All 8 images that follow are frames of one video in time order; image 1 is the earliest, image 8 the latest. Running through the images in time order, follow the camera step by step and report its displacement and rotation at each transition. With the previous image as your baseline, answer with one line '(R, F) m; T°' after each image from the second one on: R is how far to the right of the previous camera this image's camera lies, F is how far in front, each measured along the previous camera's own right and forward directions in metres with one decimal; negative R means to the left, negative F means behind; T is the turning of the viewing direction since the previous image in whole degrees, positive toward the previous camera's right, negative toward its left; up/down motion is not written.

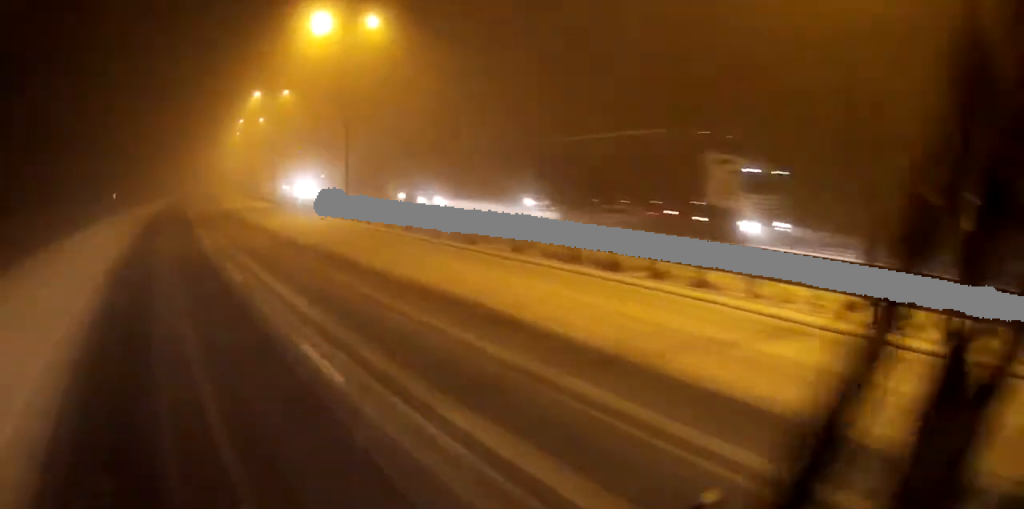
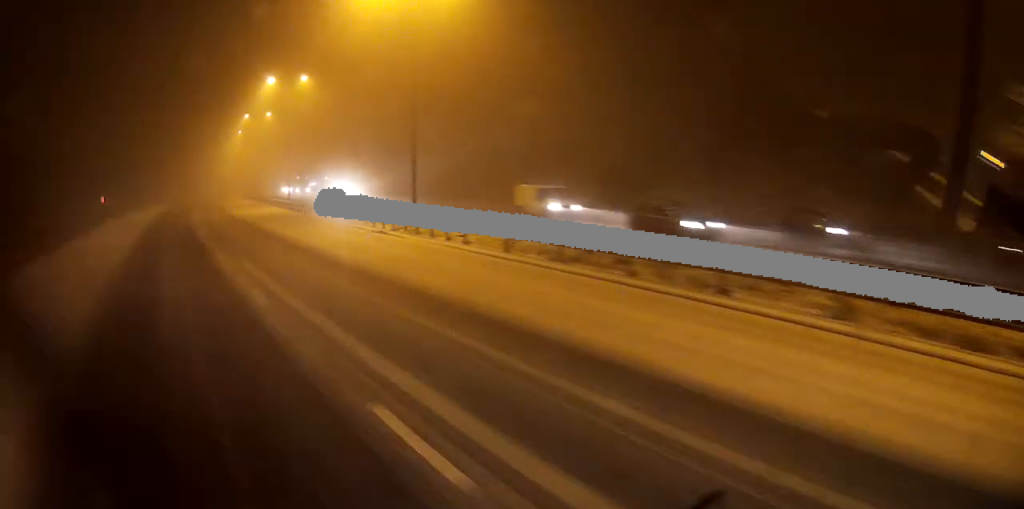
(0.0, +11.9) m; 0°
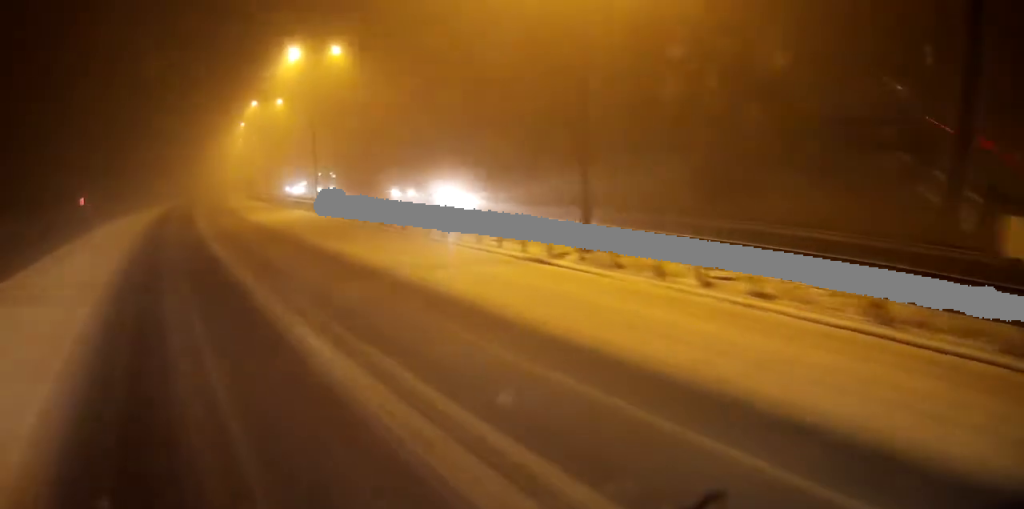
(0.0, +13.8) m; 0°
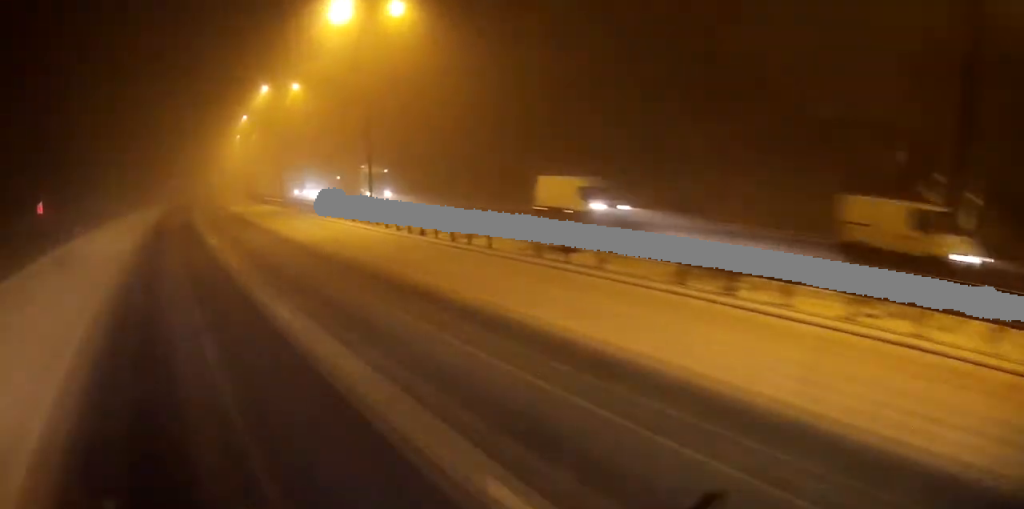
(0.0, +15.1) m; +2°
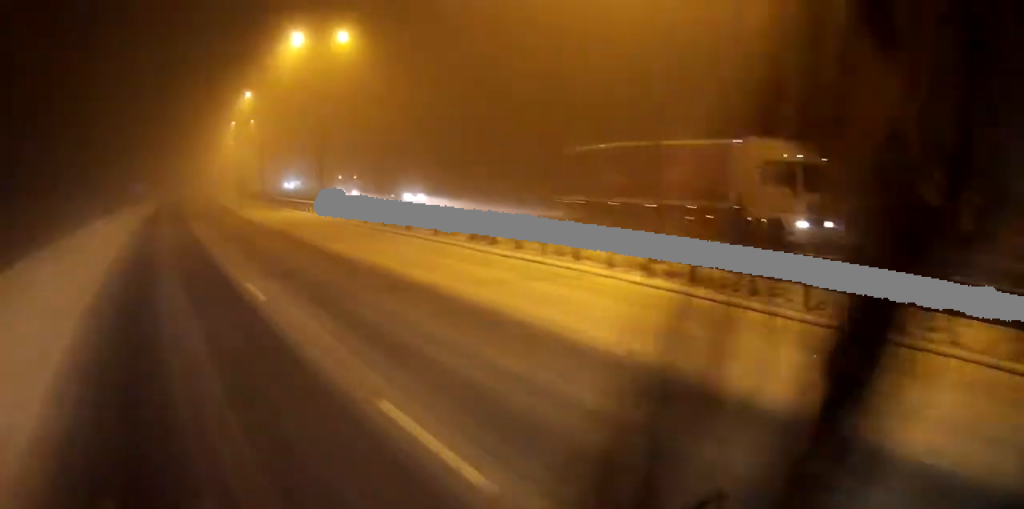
(+1.1, +24.8) m; +3°
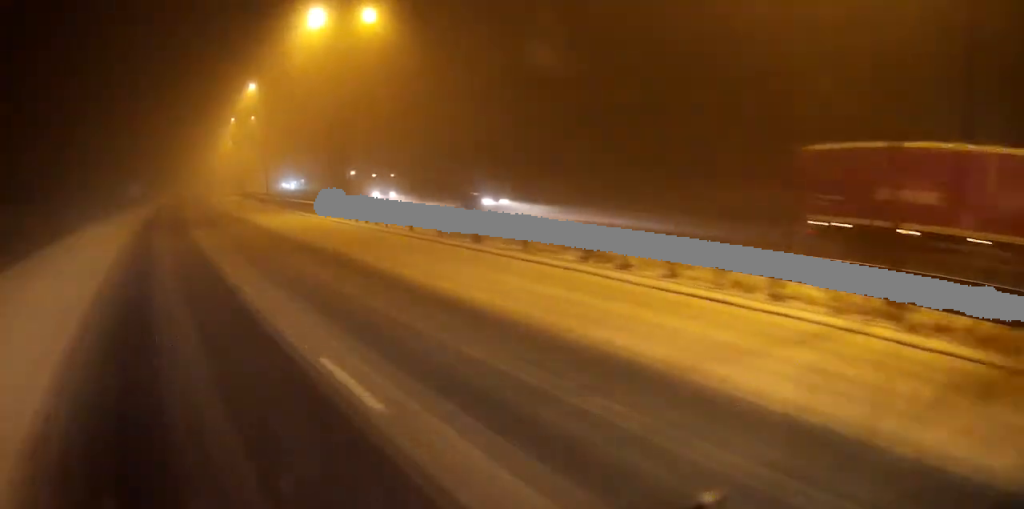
(-0.1, +7.2) m; 0°
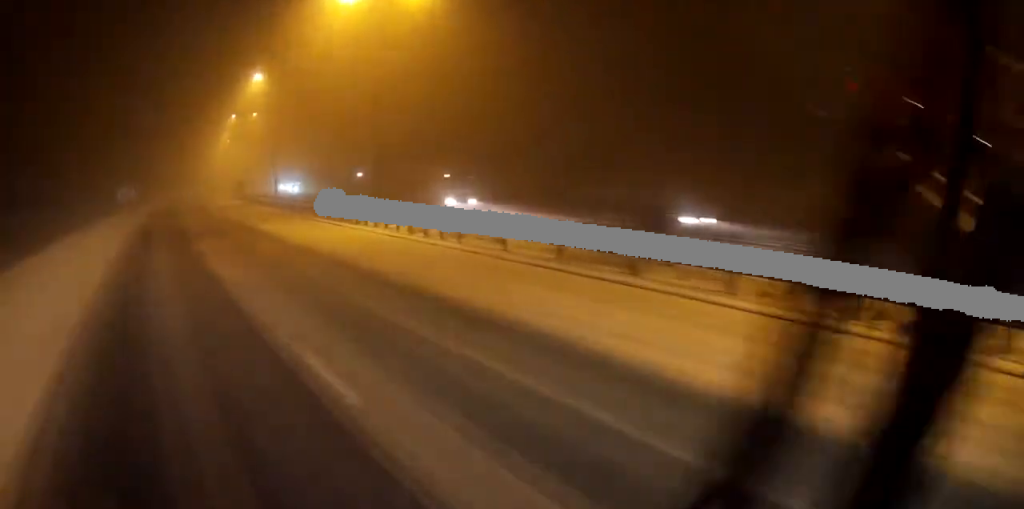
(+0.1, +8.6) m; +1°
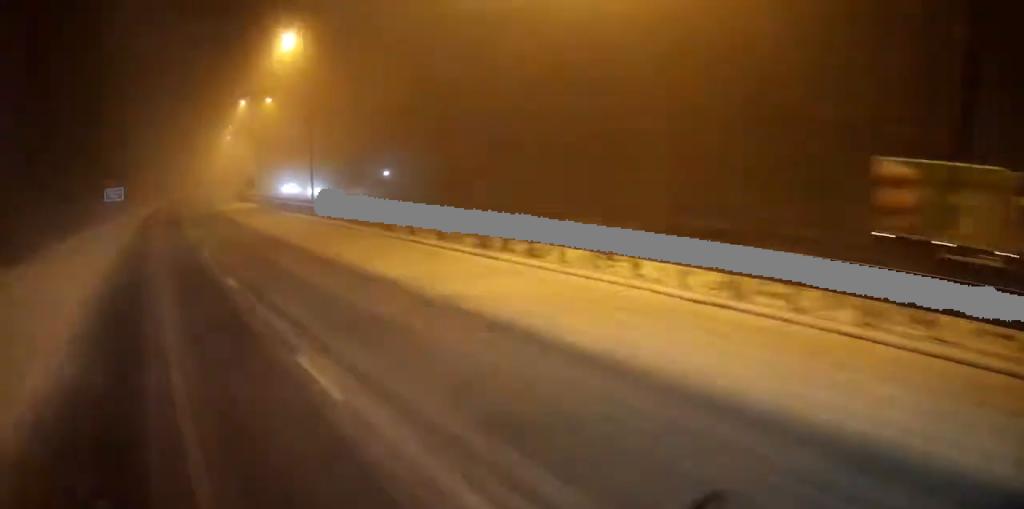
(+0.1, +18.0) m; 0°
